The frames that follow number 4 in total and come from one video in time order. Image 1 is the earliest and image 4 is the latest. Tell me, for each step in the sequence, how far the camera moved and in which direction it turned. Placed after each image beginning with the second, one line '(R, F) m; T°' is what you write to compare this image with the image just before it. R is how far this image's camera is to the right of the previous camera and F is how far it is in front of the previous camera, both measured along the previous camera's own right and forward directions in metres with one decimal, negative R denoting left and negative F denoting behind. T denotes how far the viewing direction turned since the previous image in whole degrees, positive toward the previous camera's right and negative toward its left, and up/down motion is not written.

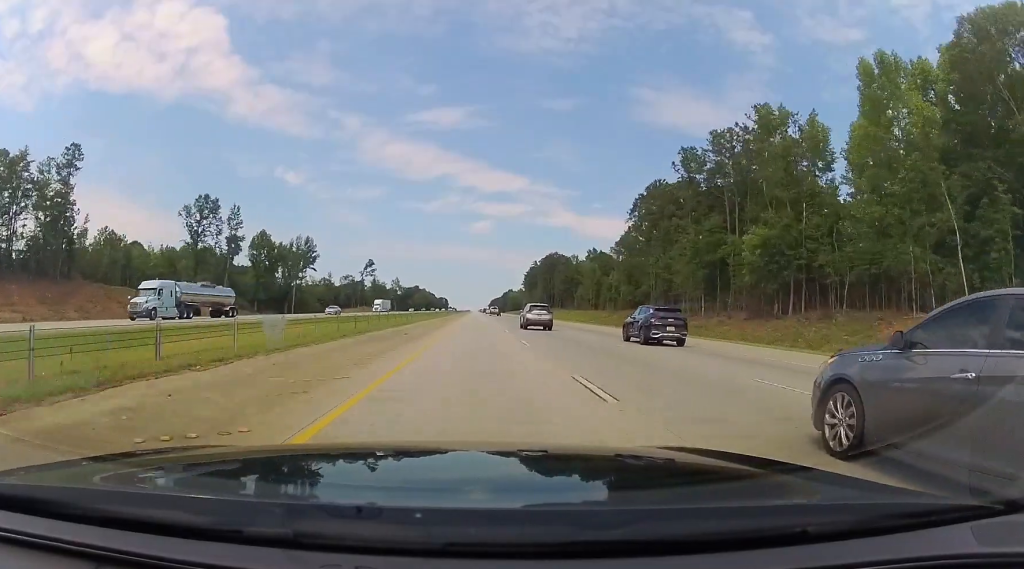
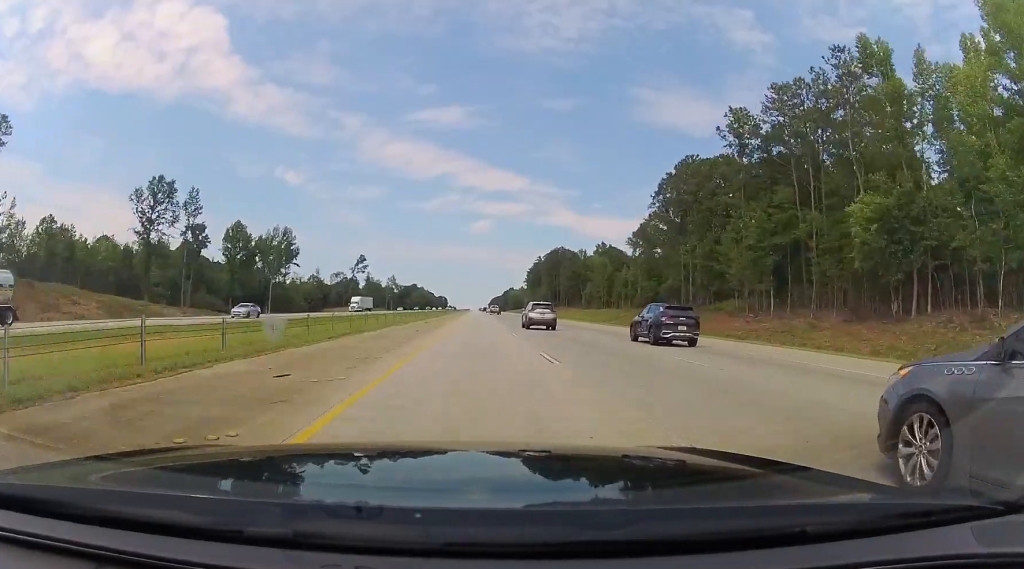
(-0.4, +18.8) m; 0°
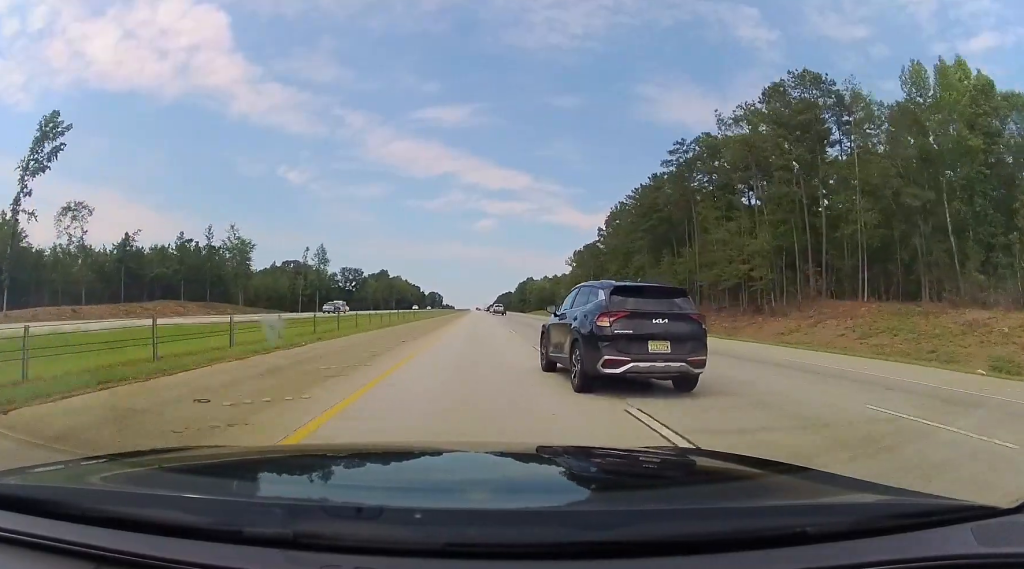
(+1.3, +189.0) m; +1°
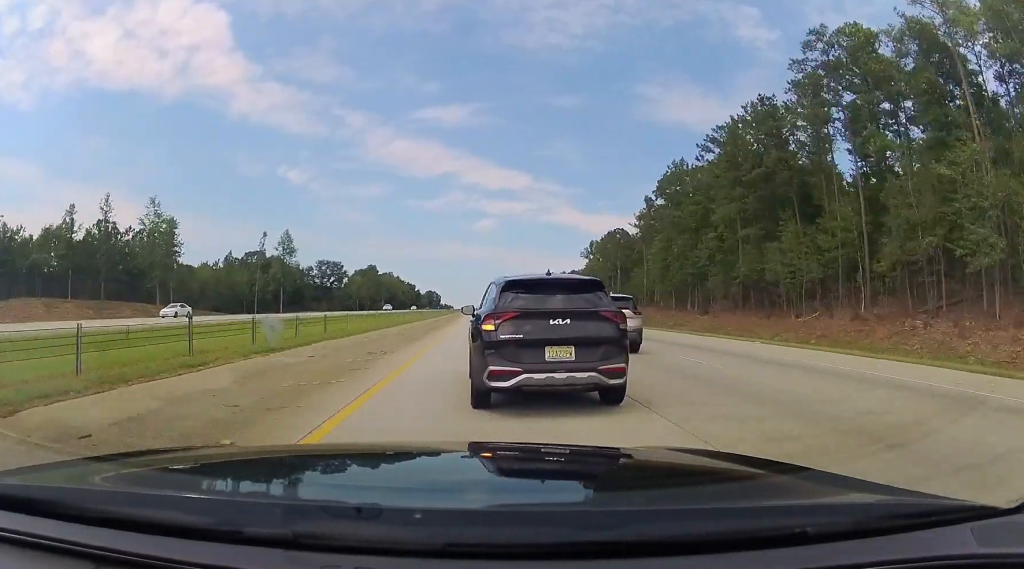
(0.0, +39.7) m; 0°
